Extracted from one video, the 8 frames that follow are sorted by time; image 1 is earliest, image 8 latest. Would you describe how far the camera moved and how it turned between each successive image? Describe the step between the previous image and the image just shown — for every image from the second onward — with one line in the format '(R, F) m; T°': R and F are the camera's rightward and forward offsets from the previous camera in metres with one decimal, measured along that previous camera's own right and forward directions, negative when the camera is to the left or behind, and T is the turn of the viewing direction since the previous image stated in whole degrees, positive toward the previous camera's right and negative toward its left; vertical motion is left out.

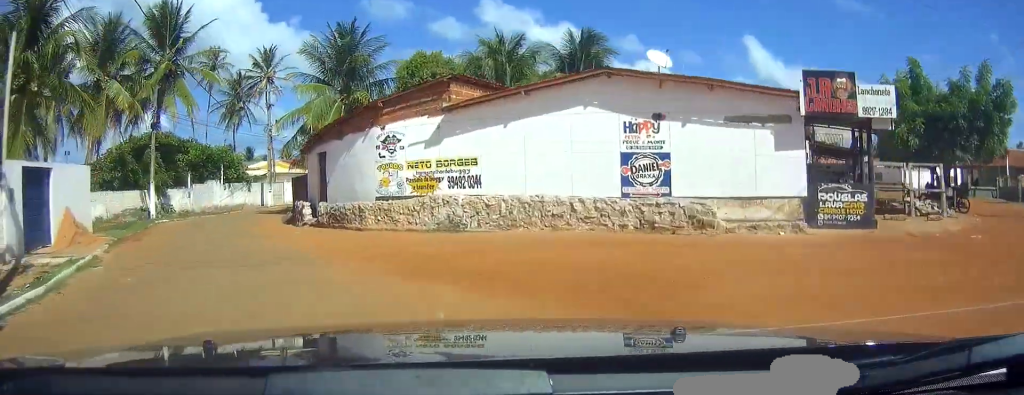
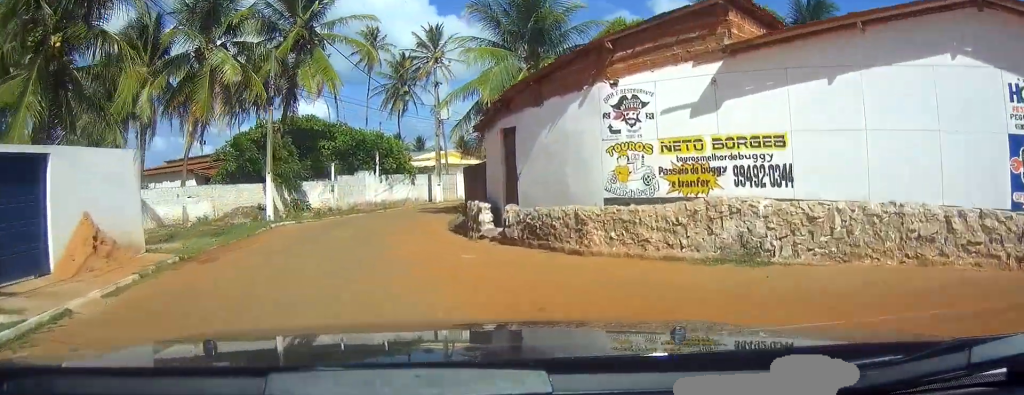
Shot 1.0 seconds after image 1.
(-0.3, +6.2) m; -11°
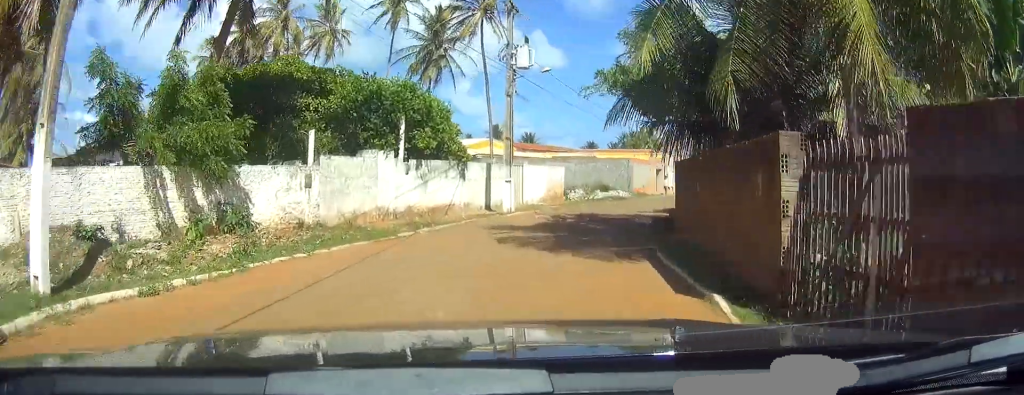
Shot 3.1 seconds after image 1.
(-1.9, +15.4) m; -3°
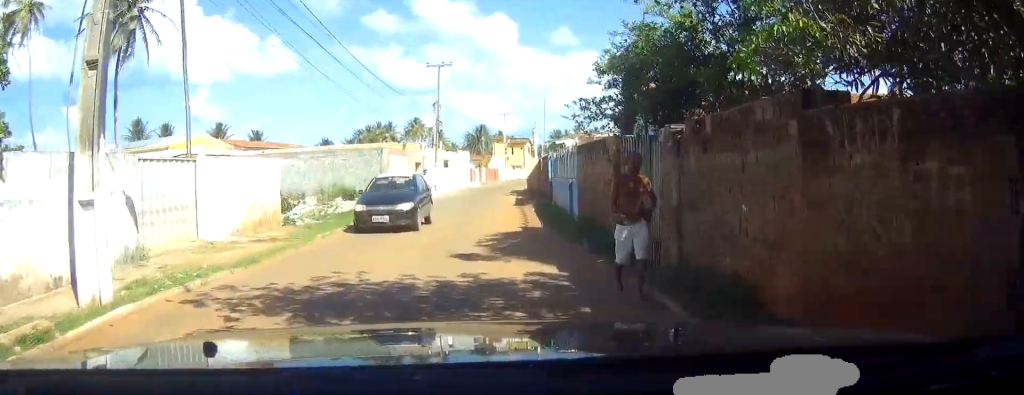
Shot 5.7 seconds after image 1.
(+1.7, +18.0) m; +13°
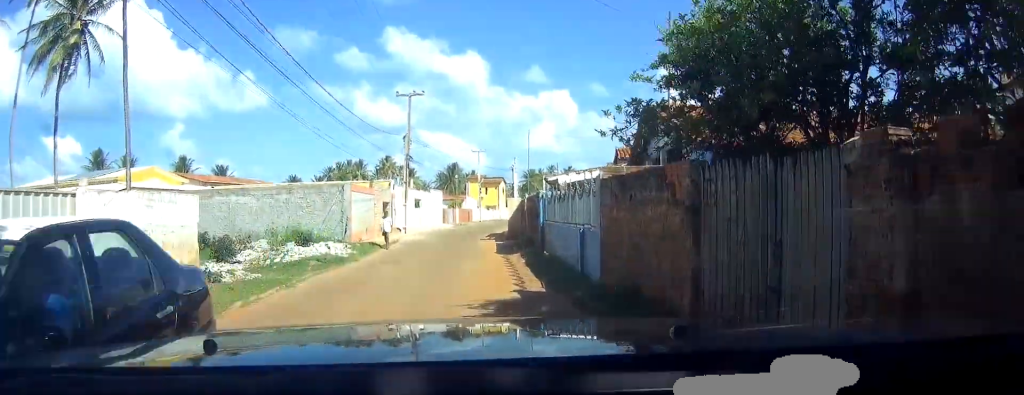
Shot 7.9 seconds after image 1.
(+0.9, +9.5) m; +10°
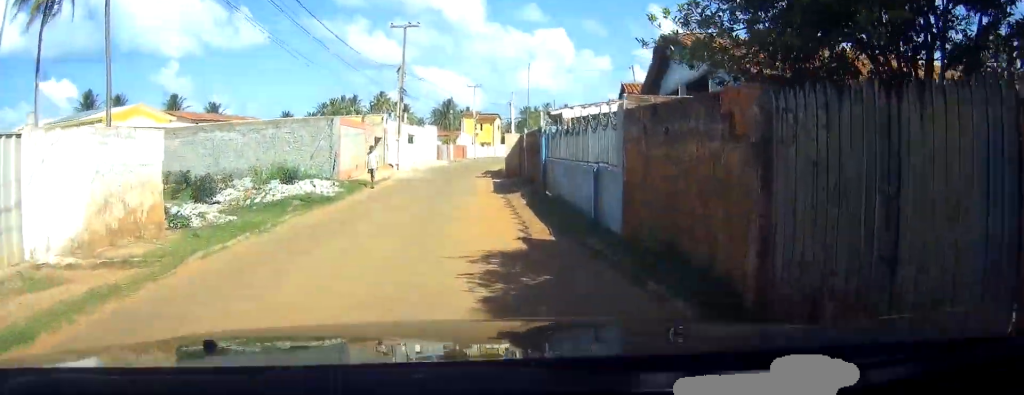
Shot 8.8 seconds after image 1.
(+0.1, +2.6) m; +3°
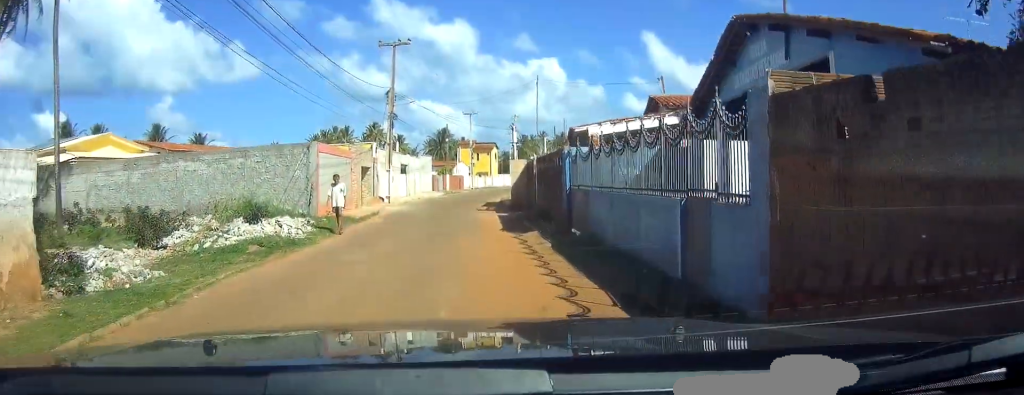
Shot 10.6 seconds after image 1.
(+0.4, +6.8) m; +4°
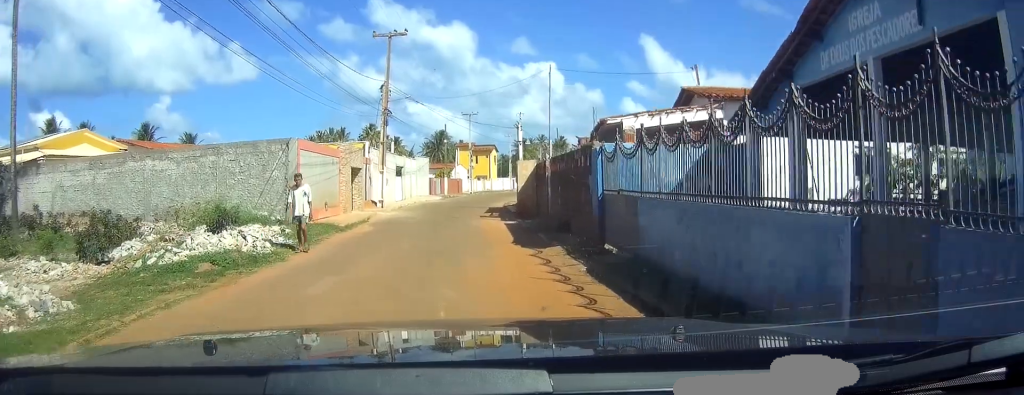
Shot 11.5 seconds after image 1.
(+0.1, +3.6) m; +1°
